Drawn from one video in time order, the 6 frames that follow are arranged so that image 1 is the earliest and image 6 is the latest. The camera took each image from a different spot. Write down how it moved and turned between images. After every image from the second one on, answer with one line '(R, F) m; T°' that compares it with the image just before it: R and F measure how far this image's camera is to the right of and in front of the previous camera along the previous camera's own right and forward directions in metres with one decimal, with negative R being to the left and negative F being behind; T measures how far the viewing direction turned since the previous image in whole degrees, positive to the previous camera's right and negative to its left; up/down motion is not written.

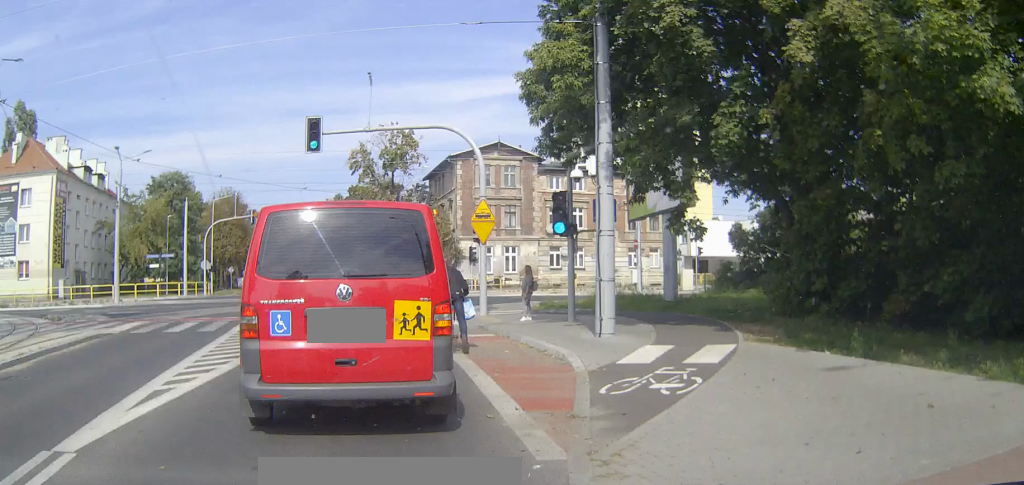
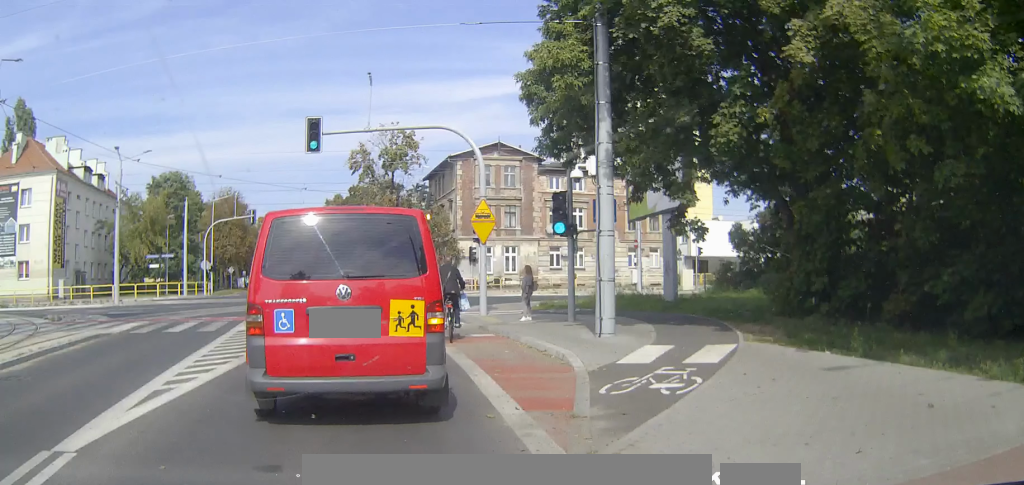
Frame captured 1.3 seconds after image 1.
(-0.1, +0.3) m; 0°
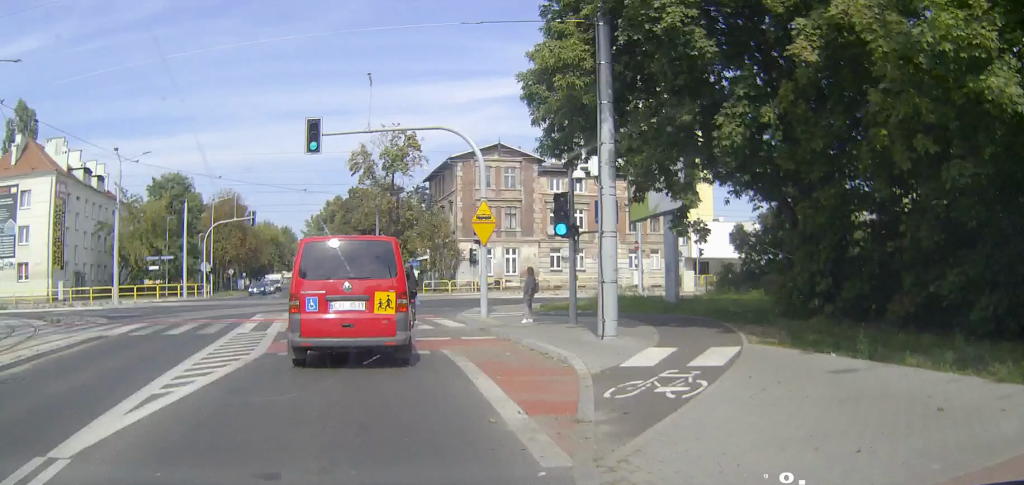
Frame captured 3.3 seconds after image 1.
(-0.1, +0.5) m; 0°
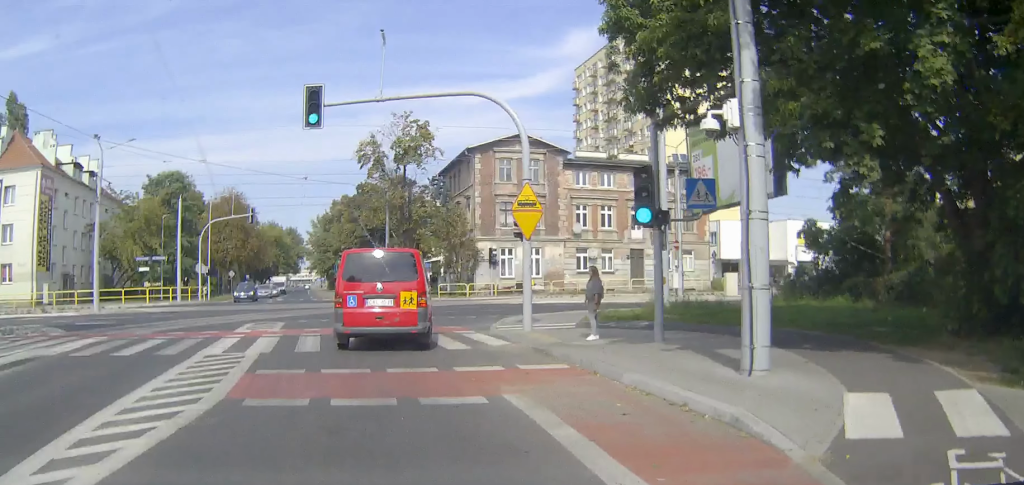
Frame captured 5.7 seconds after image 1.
(0.0, +2.6) m; +2°
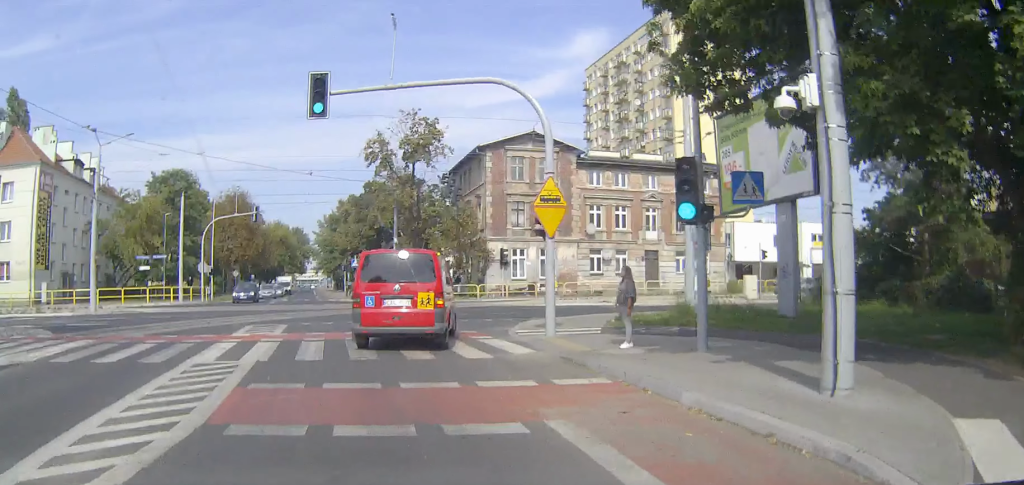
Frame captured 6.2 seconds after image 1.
(0.0, +1.6) m; -1°
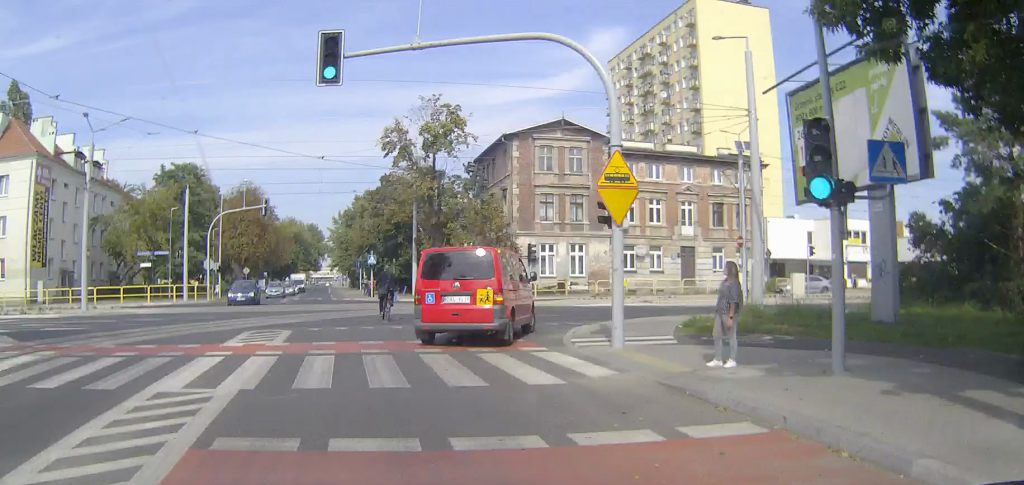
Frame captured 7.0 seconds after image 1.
(0.0, +3.5) m; 0°
